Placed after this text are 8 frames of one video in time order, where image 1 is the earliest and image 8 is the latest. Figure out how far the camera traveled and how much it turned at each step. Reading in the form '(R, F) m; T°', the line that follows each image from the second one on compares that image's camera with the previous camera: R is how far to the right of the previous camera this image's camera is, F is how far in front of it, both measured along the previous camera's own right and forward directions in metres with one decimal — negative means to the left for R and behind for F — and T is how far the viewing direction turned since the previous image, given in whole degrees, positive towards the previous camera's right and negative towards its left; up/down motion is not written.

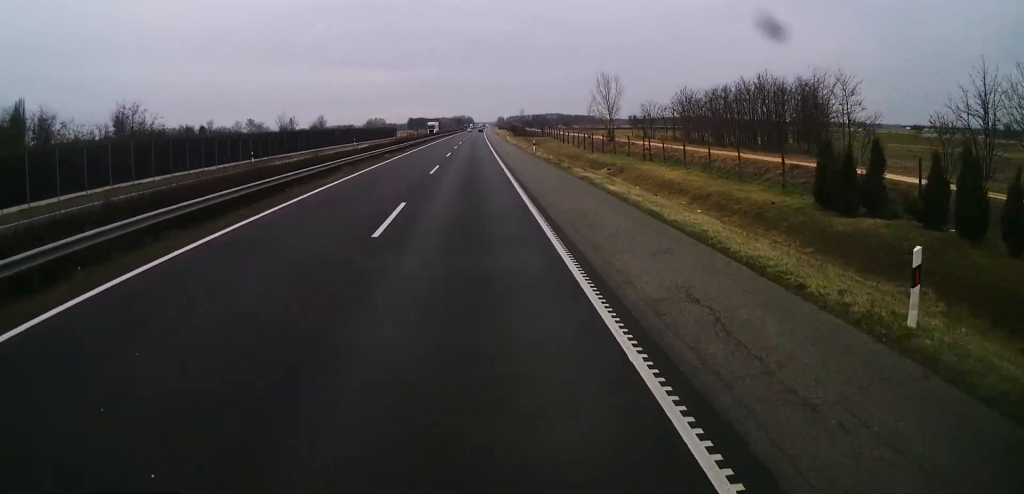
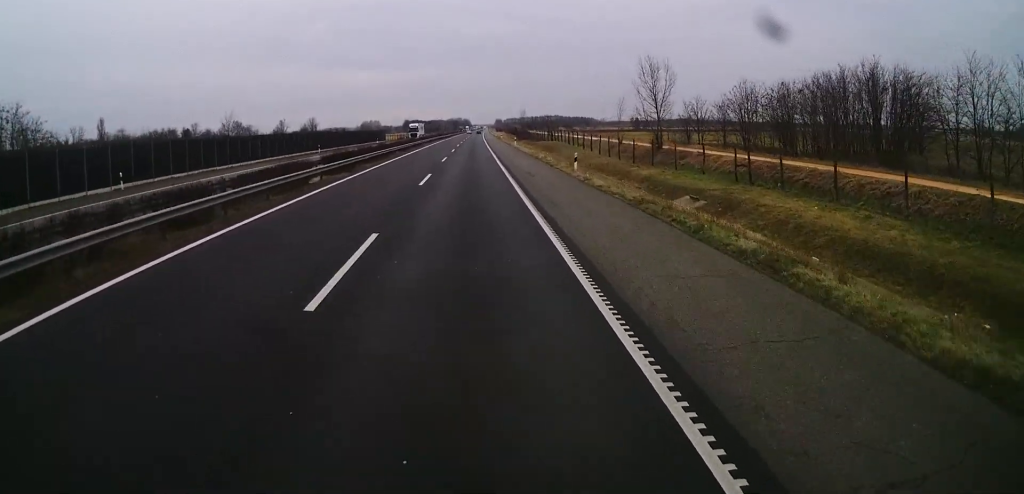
(0.0, +24.0) m; 0°
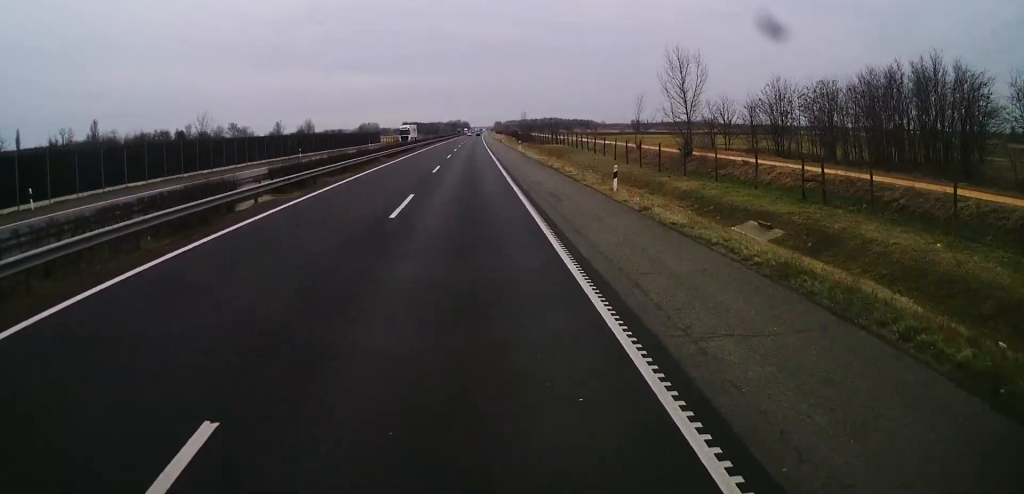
(0.0, +9.3) m; 0°
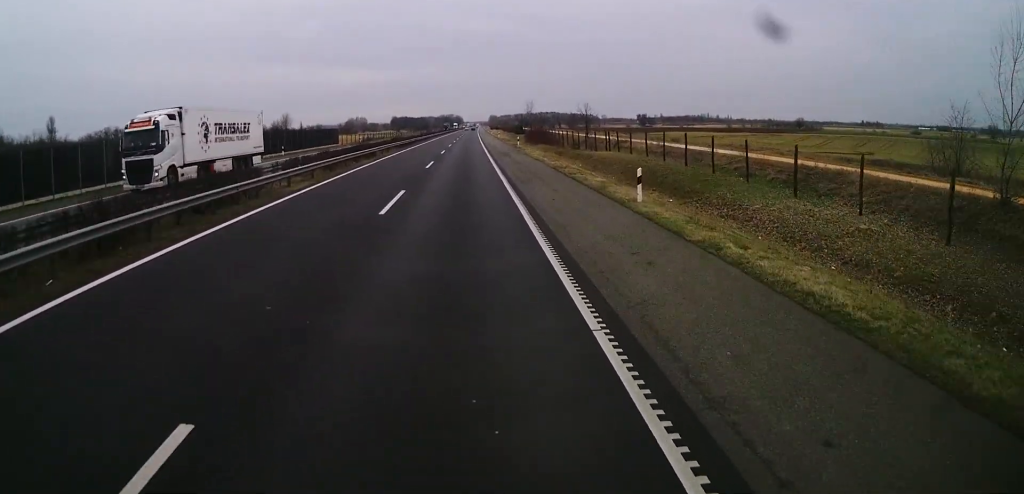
(+0.1, +54.8) m; -1°
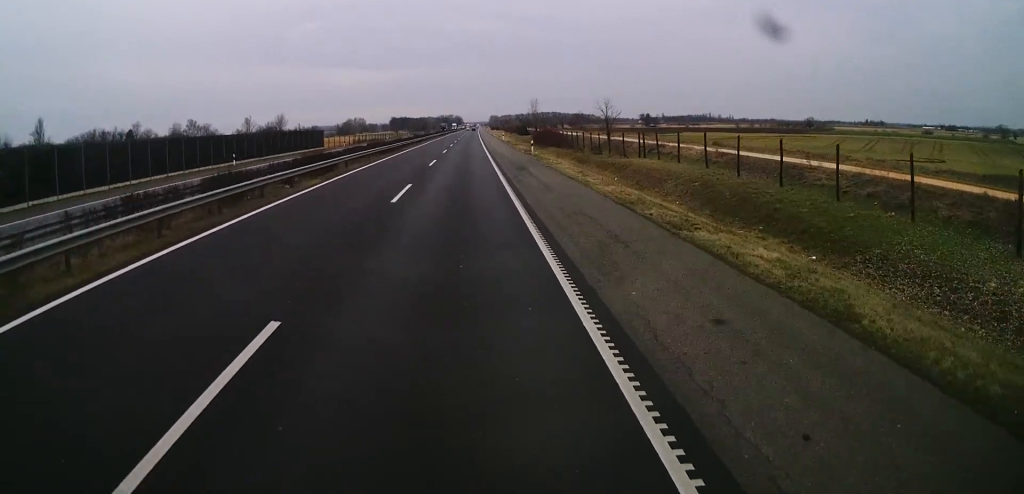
(0.0, +15.5) m; +1°
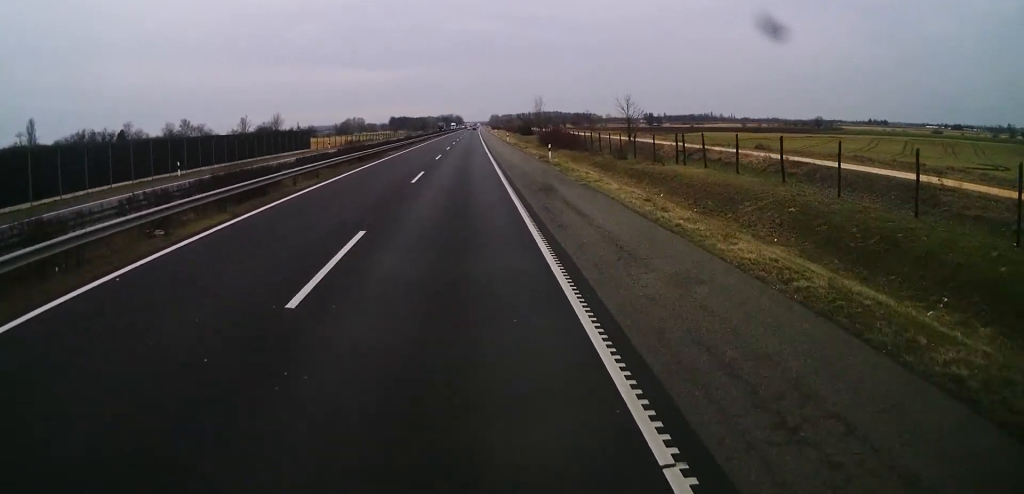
(+0.1, +11.6) m; +1°
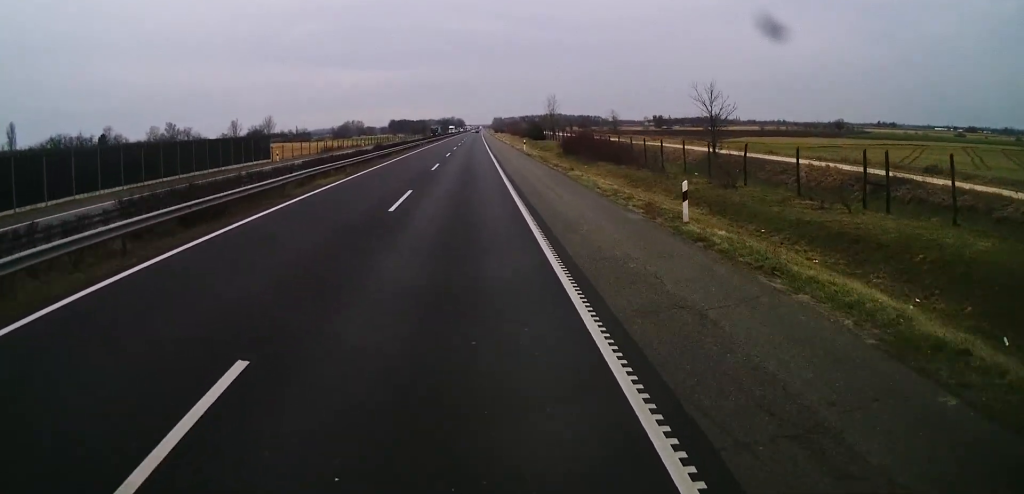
(+0.3, +26.3) m; +1°
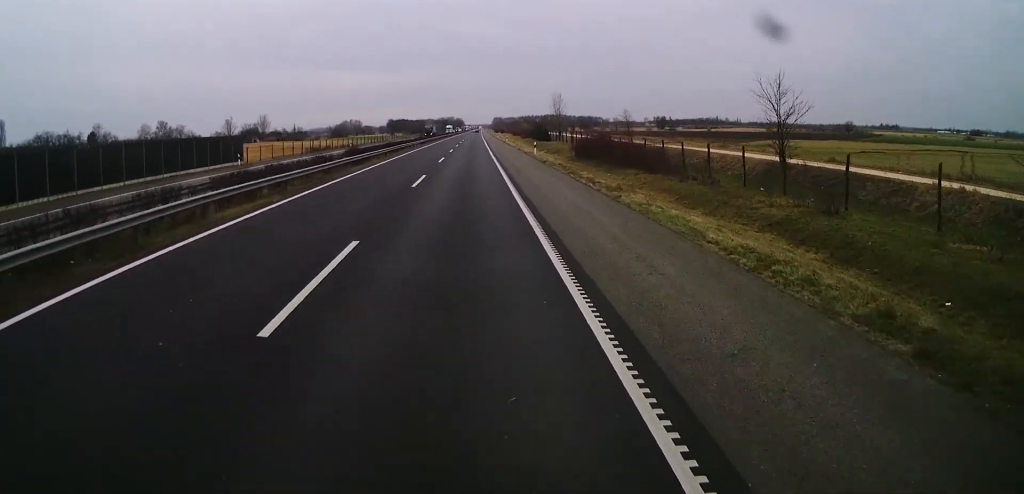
(0.0, +11.6) m; 0°
